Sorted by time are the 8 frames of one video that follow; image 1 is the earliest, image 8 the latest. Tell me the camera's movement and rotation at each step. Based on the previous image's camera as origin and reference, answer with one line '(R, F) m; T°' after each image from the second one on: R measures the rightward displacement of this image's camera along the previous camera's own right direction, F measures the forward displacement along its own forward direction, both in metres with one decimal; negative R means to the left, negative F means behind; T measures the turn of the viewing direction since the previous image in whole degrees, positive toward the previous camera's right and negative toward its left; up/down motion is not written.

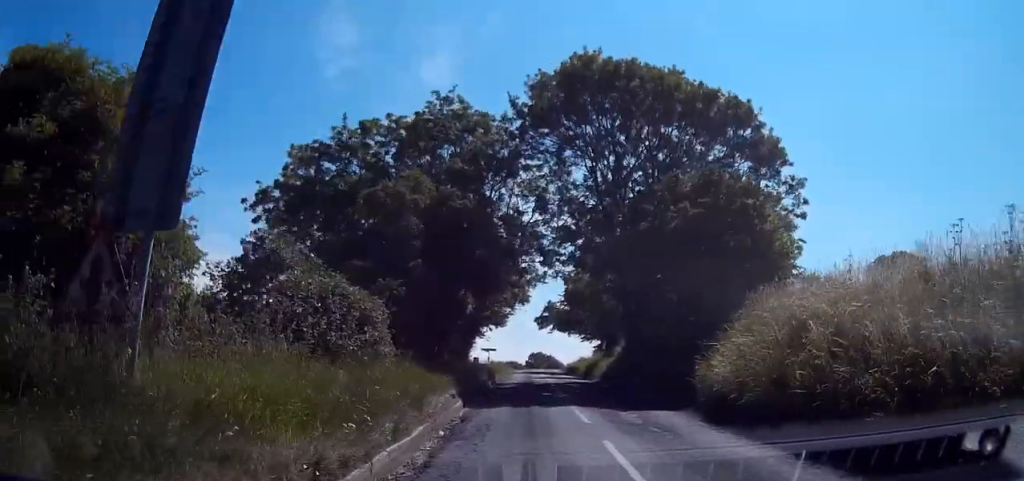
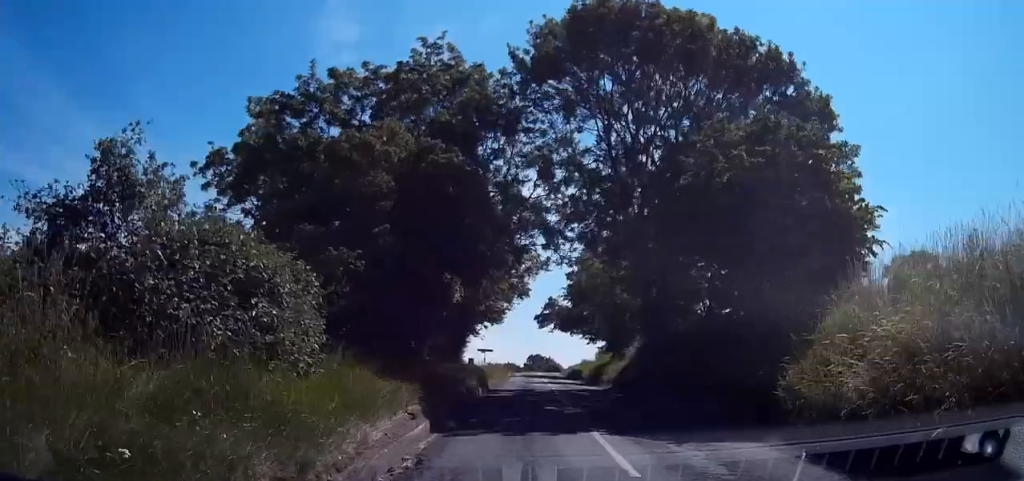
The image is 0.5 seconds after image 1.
(0.0, +5.9) m; 0°
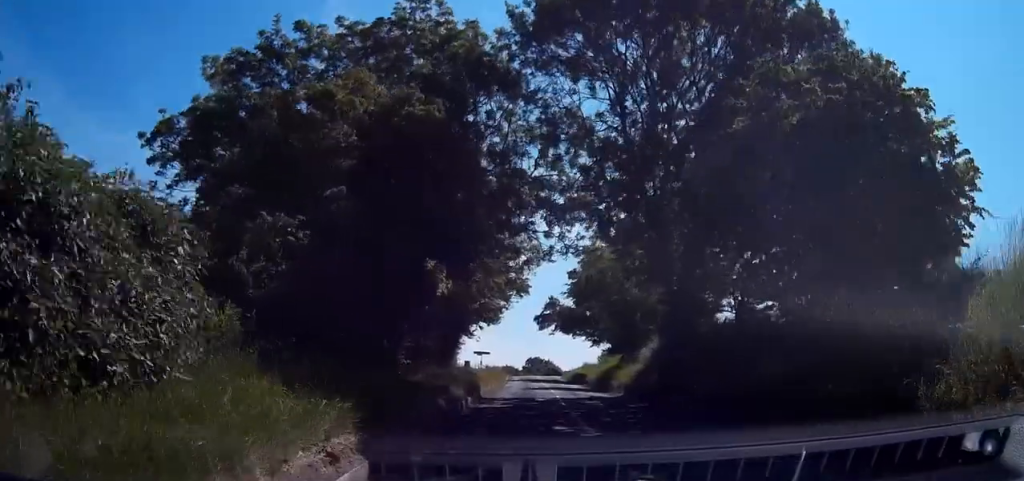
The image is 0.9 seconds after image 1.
(0.0, +4.6) m; 0°
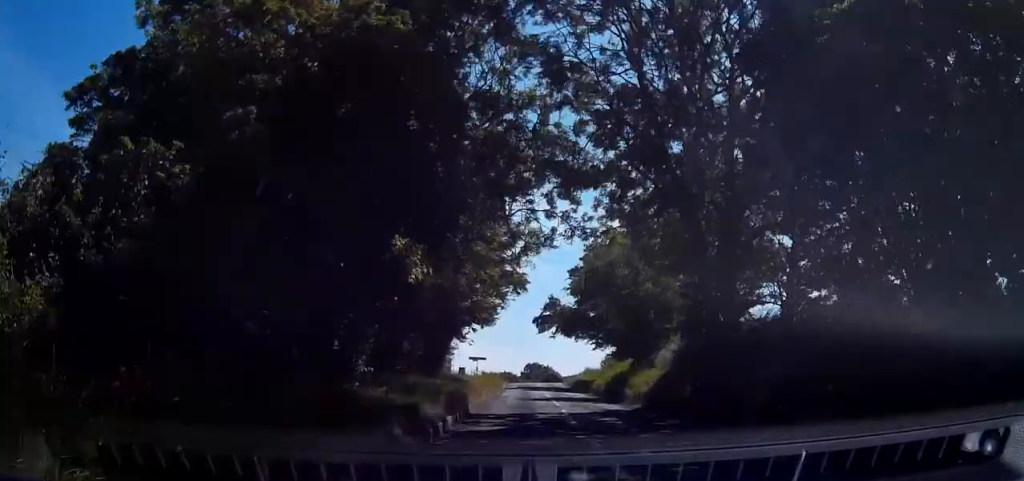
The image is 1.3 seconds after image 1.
(+0.1, +5.0) m; 0°
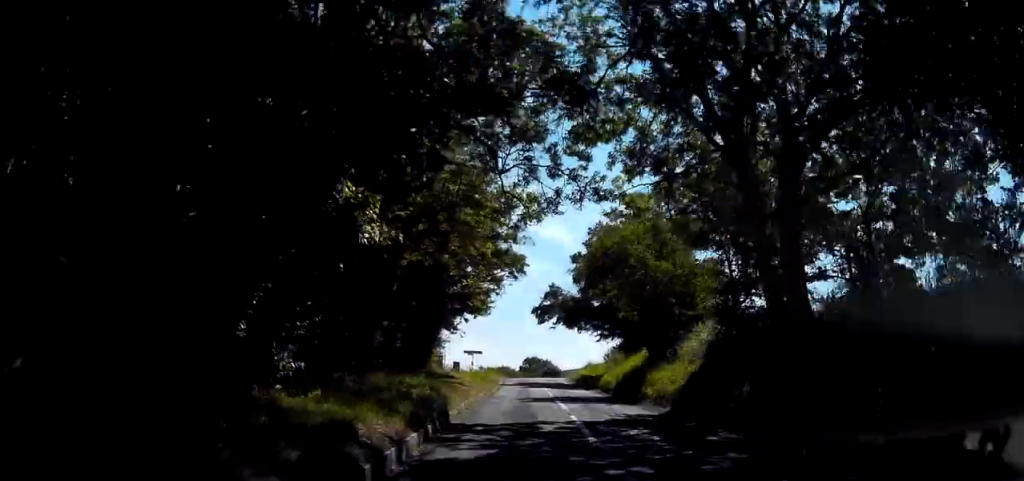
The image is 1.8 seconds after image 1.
(0.0, +4.9) m; -1°
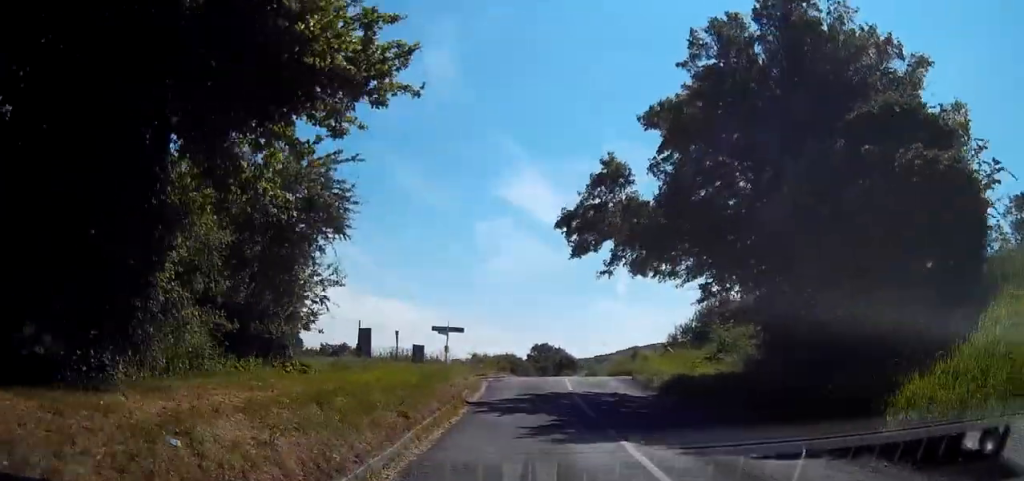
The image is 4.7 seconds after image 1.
(+0.6, +32.2) m; +6°
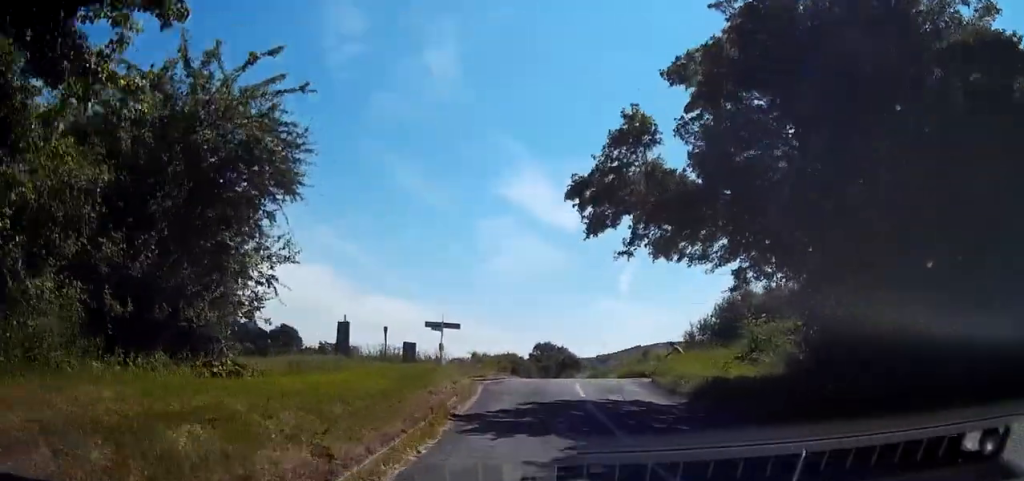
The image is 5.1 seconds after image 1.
(0.0, +4.3) m; 0°
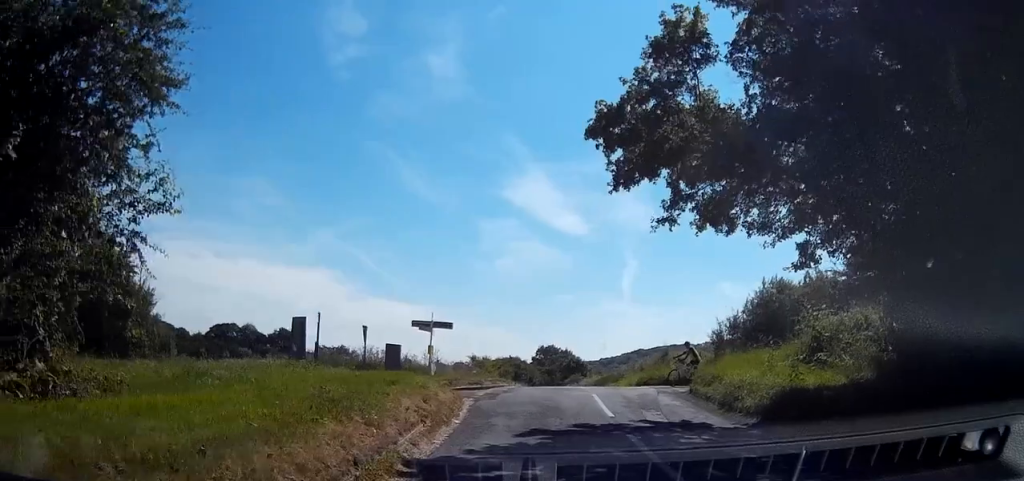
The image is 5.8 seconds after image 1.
(0.0, +6.2) m; -1°
